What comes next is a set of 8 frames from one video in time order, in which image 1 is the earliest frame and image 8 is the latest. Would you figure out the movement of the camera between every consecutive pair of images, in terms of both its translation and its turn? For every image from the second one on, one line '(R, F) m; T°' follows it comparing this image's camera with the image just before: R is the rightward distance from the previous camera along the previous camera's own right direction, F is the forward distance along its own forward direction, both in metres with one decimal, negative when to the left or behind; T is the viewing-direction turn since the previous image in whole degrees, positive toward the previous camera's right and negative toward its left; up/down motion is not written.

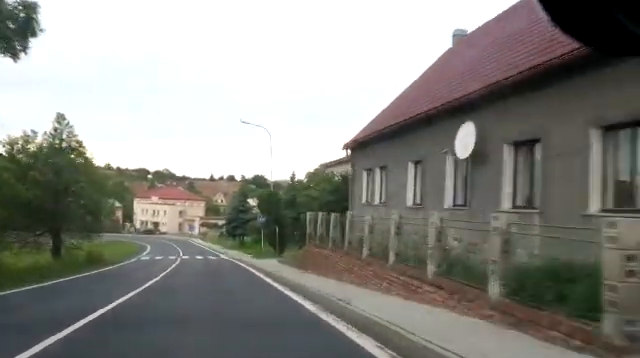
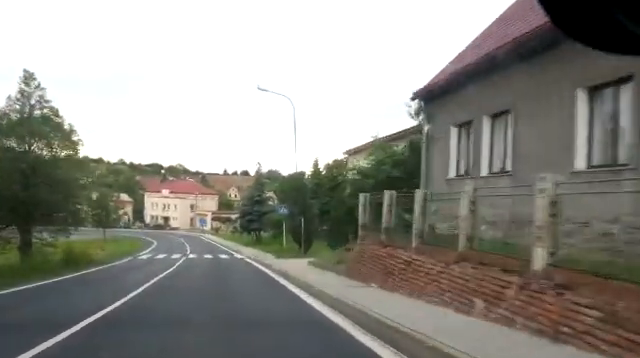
(+0.3, +7.2) m; 0°
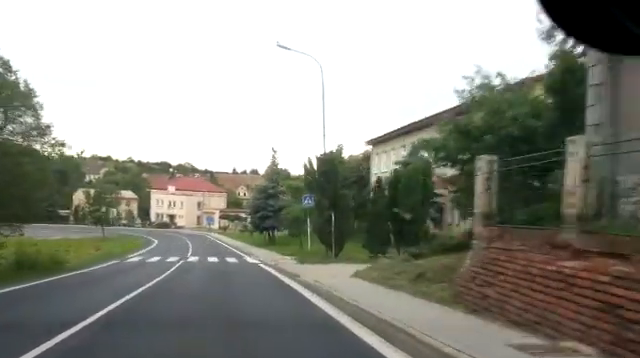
(0.0, +6.7) m; 0°
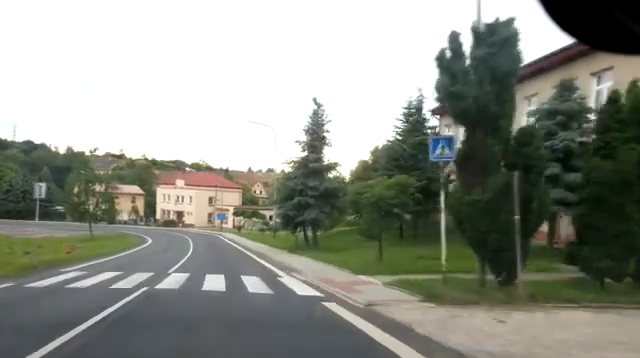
(-0.3, +14.0) m; -2°
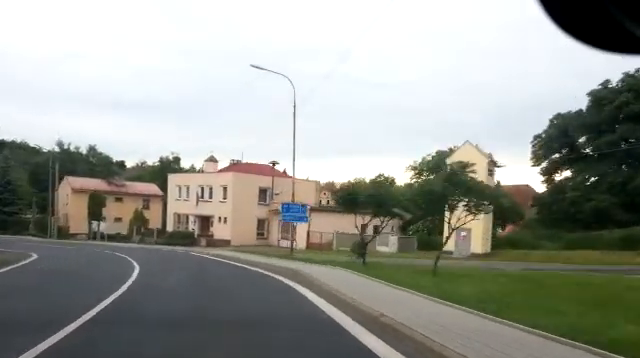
(-3.1, +45.4) m; -11°
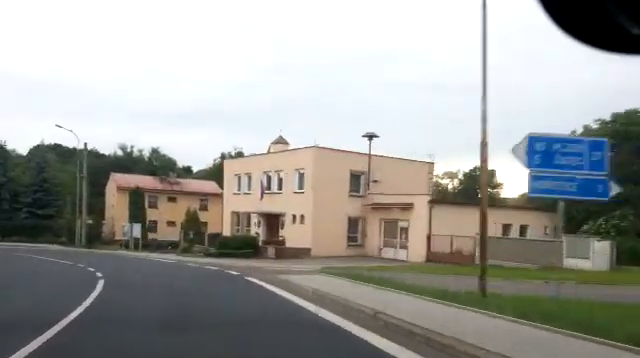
(-1.3, +16.2) m; -12°
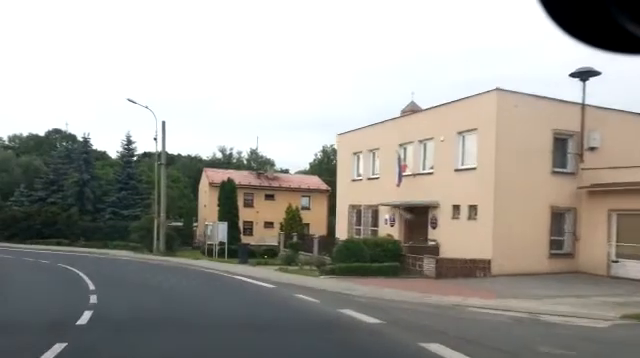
(-1.1, +13.1) m; -15°
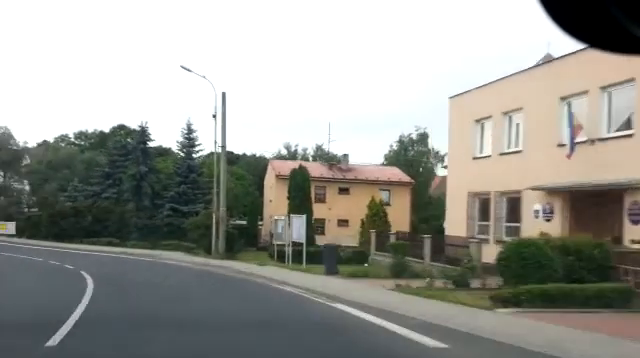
(-1.5, +7.9) m; -10°
